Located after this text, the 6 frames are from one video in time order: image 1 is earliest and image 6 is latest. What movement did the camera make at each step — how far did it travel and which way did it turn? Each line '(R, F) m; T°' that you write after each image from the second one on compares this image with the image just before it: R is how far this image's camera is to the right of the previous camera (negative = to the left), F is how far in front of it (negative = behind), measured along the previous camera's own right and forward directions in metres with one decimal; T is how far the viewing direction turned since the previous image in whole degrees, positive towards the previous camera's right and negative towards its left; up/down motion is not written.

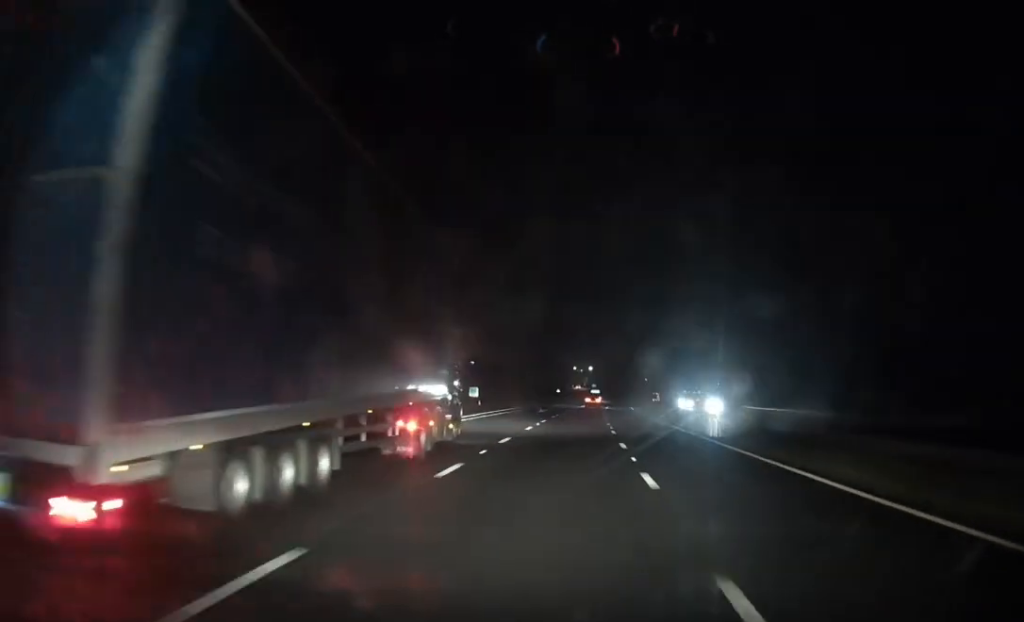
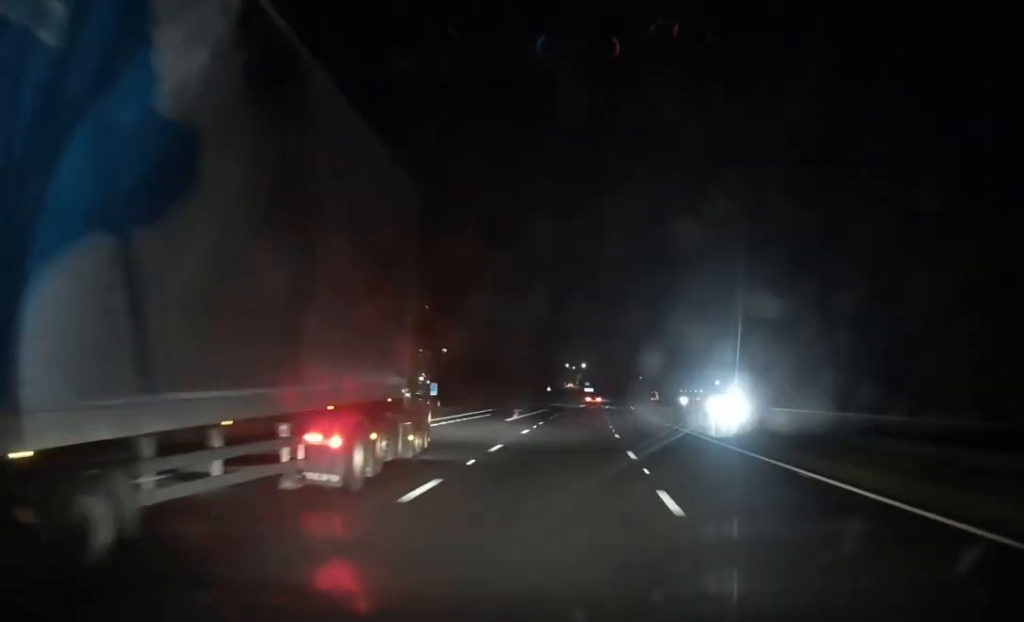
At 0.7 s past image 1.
(+0.1, +21.6) m; +1°
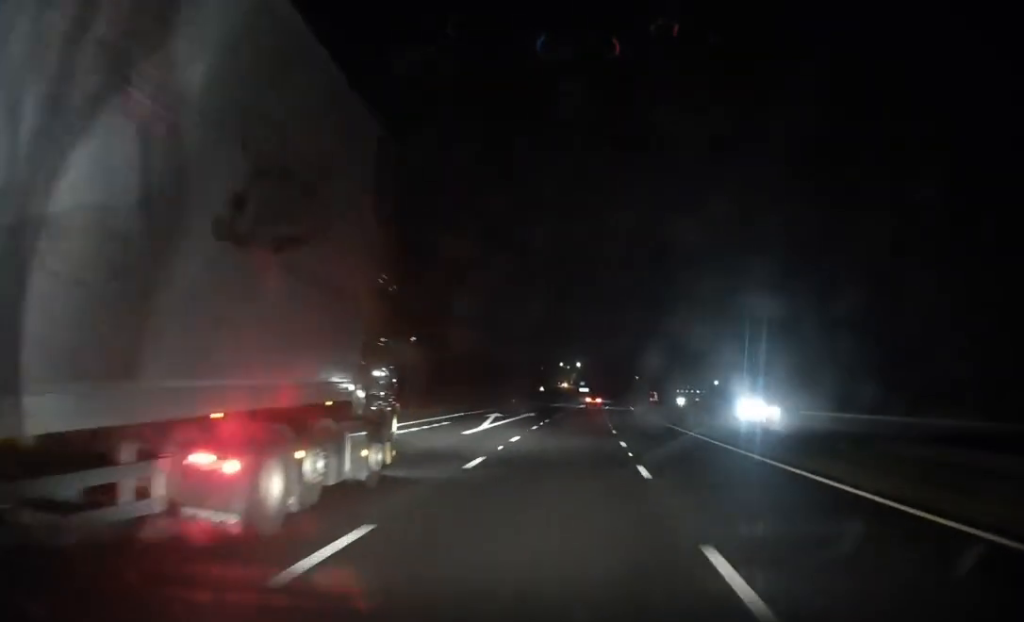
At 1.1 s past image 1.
(+0.1, +13.3) m; 0°
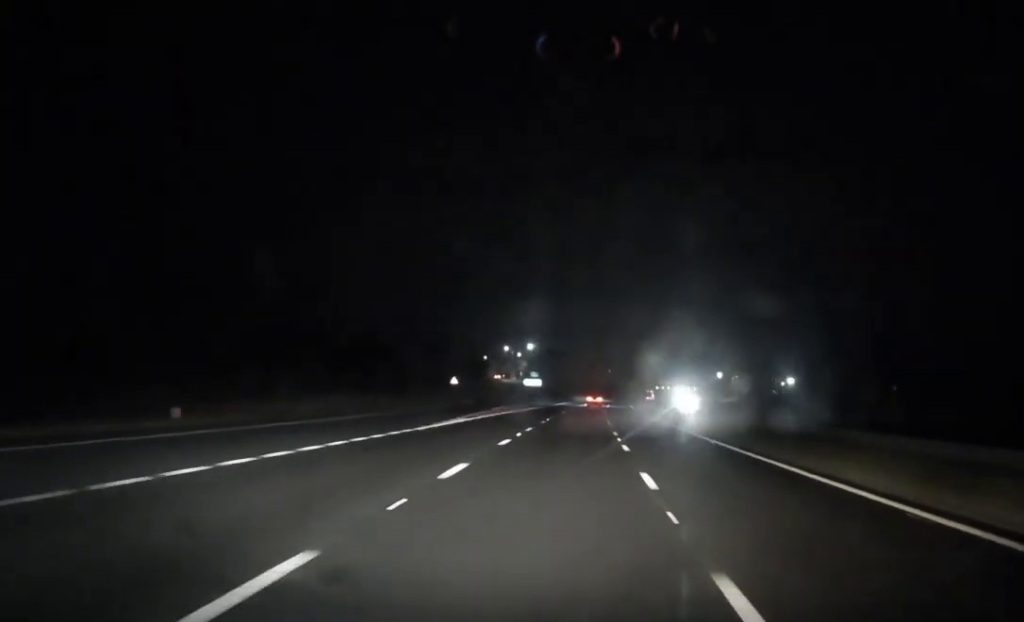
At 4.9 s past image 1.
(+3.2, +116.8) m; +3°
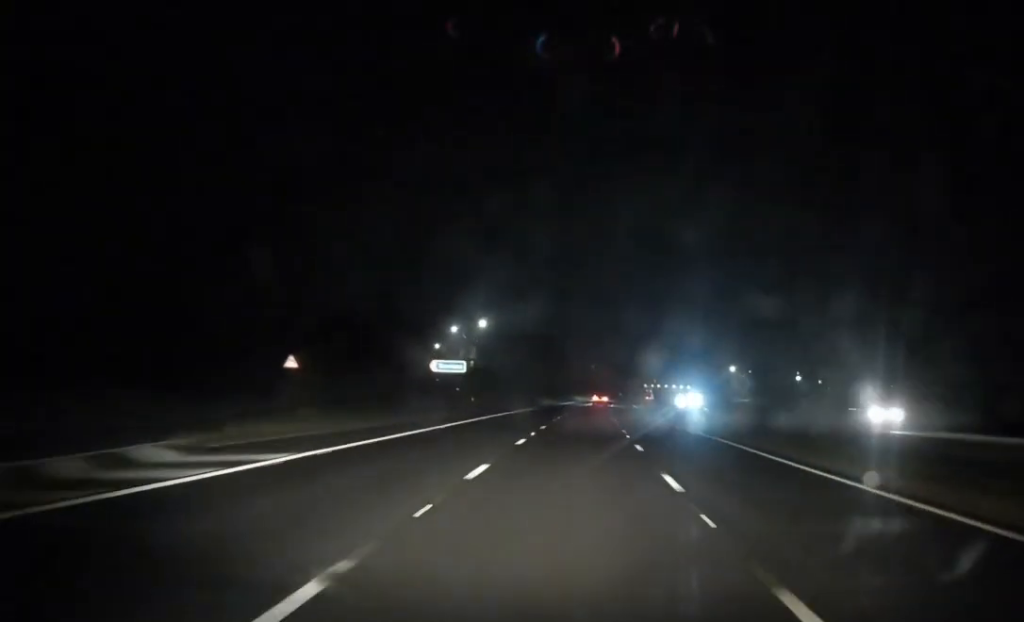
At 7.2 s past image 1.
(+0.8, +70.5) m; +1°
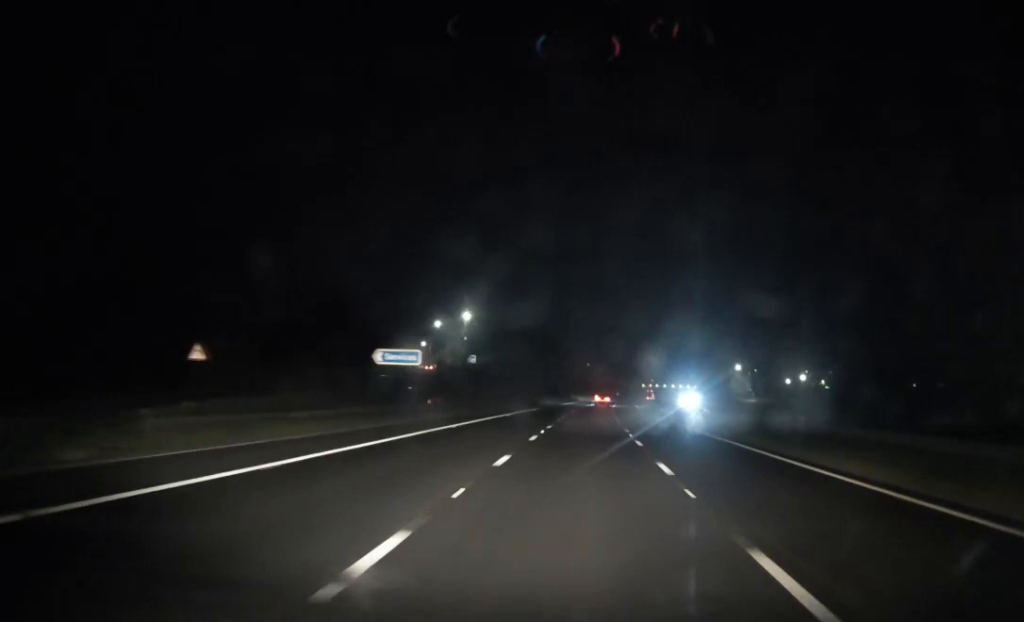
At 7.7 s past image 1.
(0.0, +16.6) m; 0°
